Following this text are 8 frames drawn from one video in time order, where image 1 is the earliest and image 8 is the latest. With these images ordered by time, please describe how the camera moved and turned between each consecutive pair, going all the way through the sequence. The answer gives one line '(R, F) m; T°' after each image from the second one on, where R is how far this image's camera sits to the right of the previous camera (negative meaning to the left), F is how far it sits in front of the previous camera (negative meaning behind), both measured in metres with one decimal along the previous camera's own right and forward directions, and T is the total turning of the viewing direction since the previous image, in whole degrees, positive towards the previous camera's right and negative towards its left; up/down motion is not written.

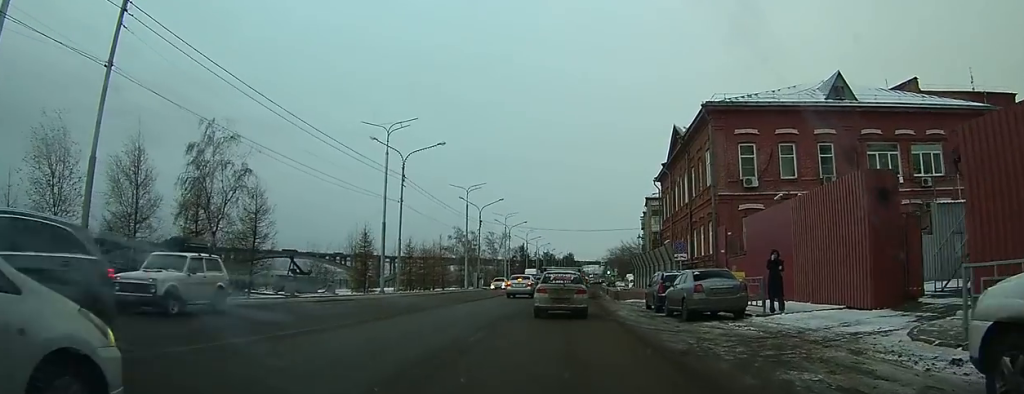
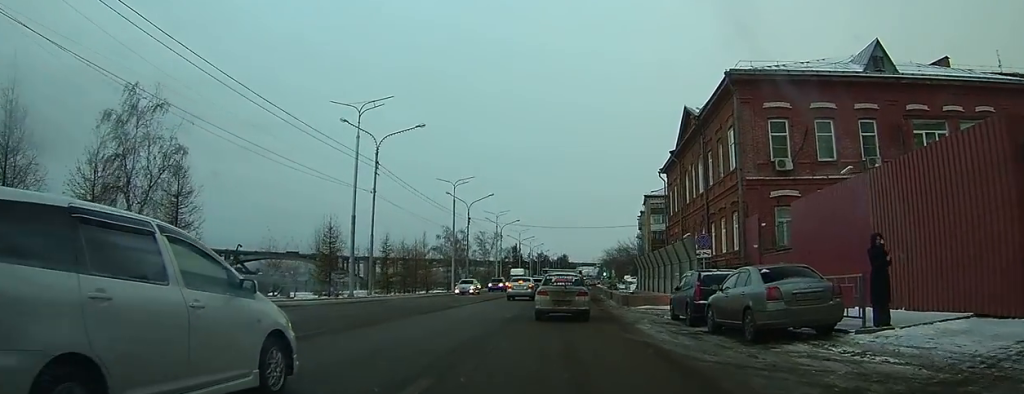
(+0.1, +4.7) m; +3°
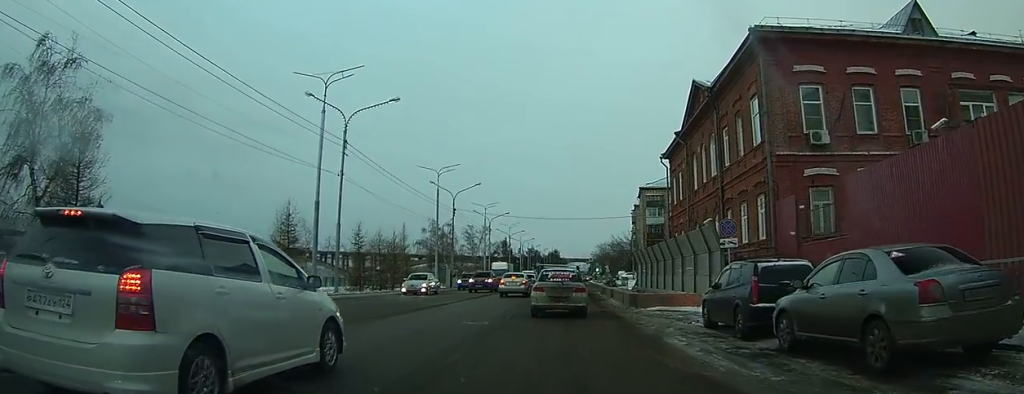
(+0.1, +4.0) m; +3°
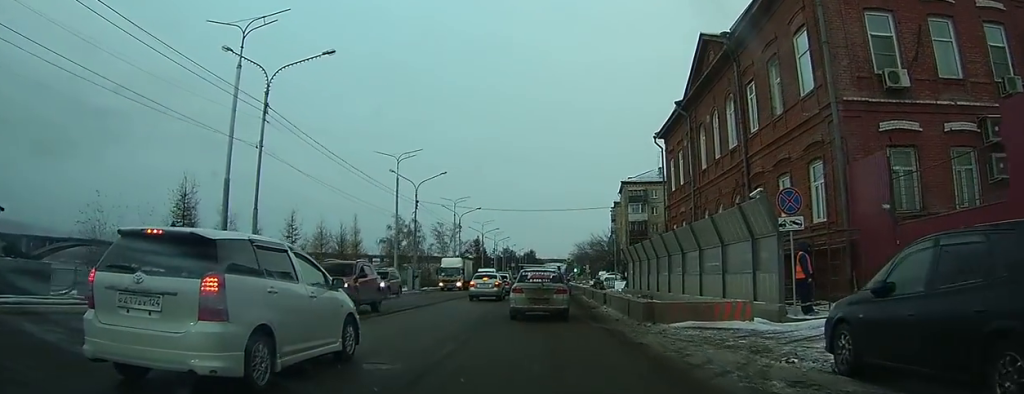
(+0.2, +7.4) m; +1°
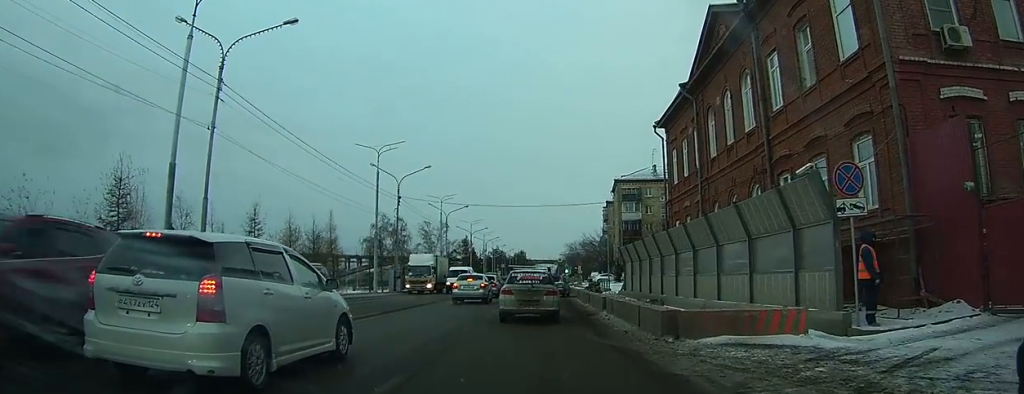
(-0.1, +3.8) m; -1°
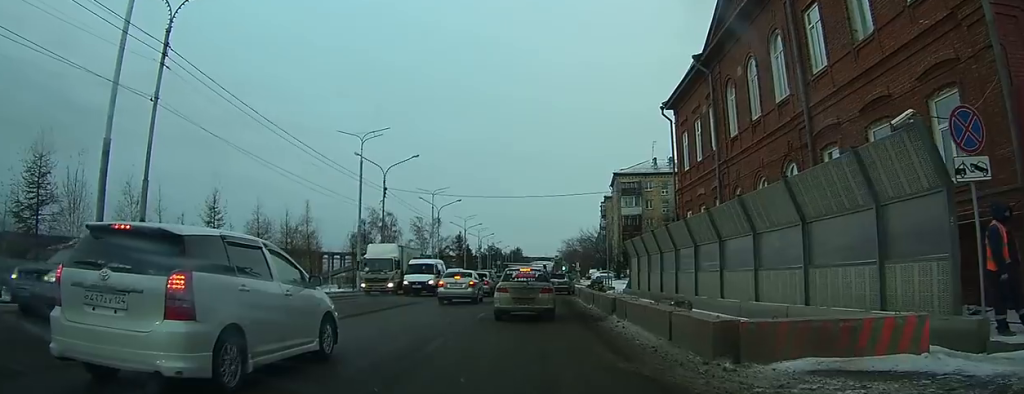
(0.0, +4.0) m; 0°
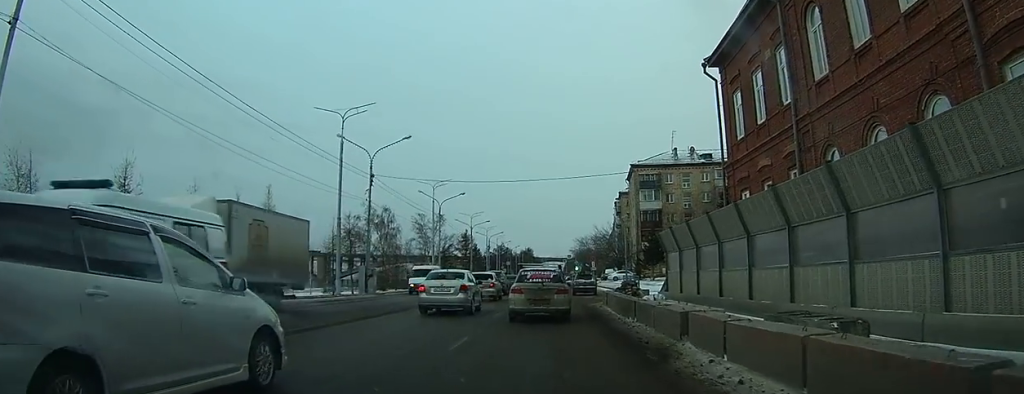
(+0.1, +7.7) m; +1°
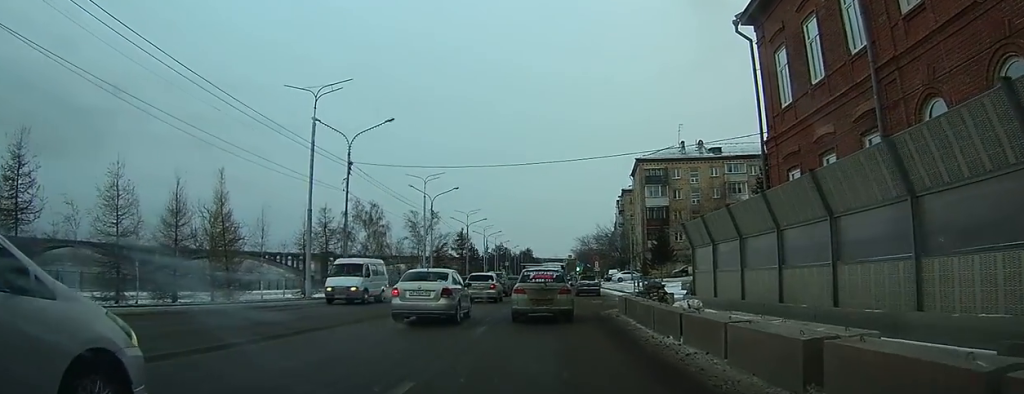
(0.0, +5.3) m; -1°
